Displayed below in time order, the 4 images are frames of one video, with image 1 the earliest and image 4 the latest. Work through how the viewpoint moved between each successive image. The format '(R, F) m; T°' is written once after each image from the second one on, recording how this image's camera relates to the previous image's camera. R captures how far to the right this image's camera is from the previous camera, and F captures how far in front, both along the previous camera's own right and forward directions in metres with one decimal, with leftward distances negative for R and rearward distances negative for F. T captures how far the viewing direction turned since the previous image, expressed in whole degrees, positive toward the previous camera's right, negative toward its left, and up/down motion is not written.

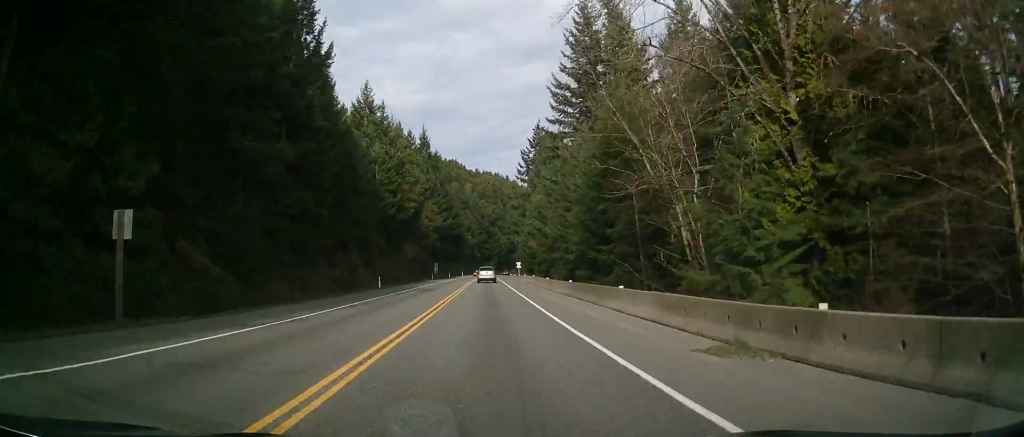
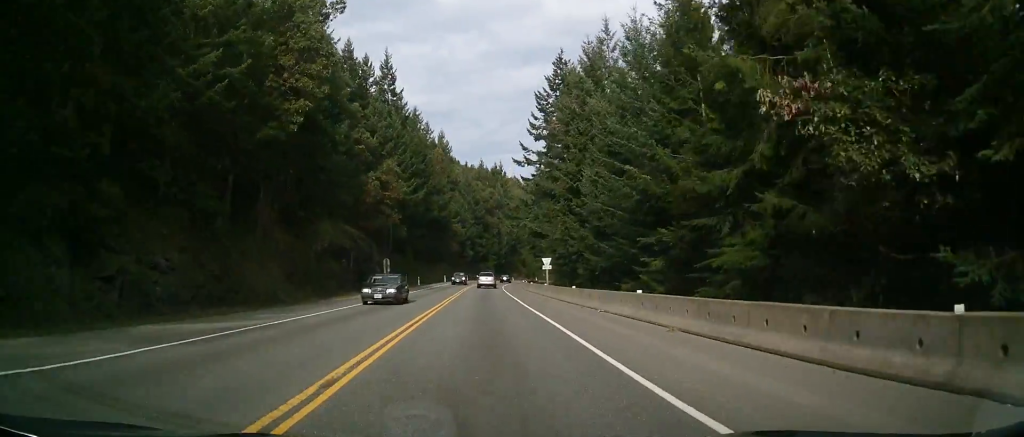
(0.0, +54.9) m; 0°
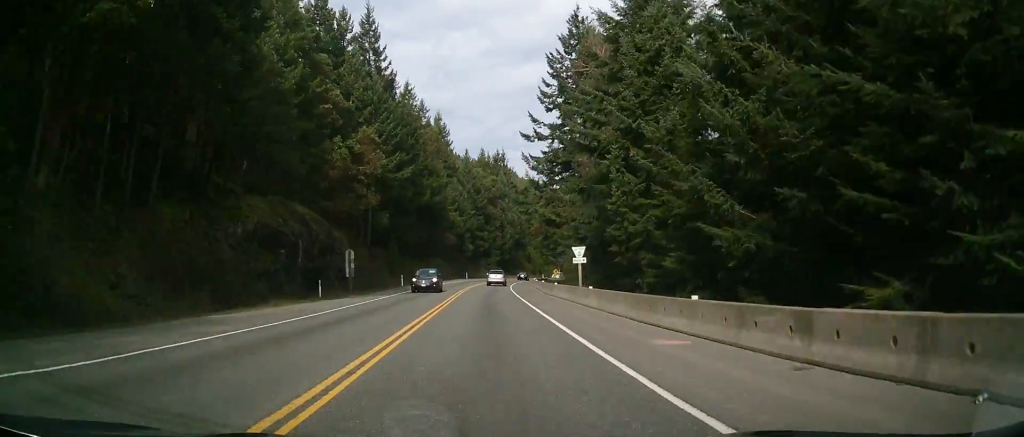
(-0.1, +18.0) m; +1°
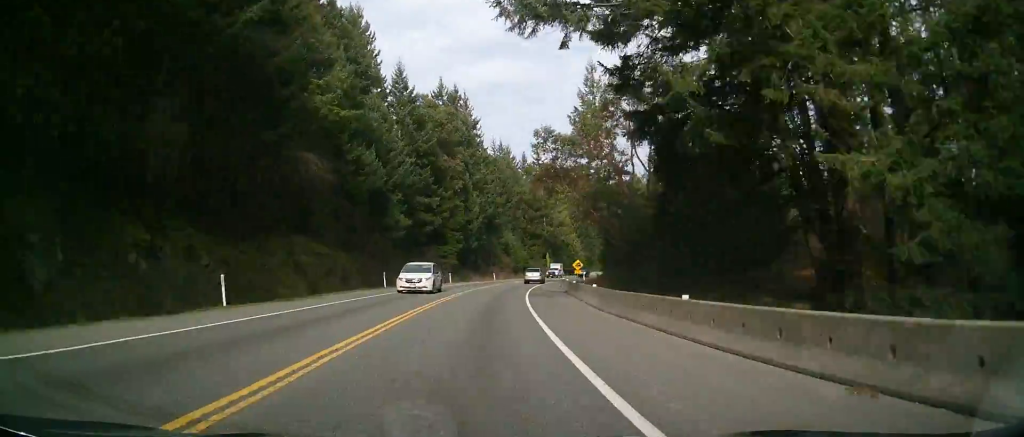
(+4.4, +65.7) m; +10°
